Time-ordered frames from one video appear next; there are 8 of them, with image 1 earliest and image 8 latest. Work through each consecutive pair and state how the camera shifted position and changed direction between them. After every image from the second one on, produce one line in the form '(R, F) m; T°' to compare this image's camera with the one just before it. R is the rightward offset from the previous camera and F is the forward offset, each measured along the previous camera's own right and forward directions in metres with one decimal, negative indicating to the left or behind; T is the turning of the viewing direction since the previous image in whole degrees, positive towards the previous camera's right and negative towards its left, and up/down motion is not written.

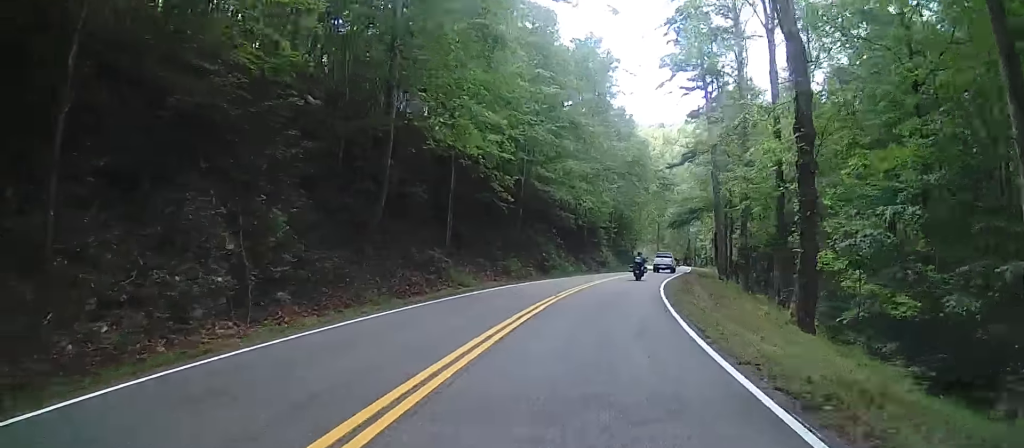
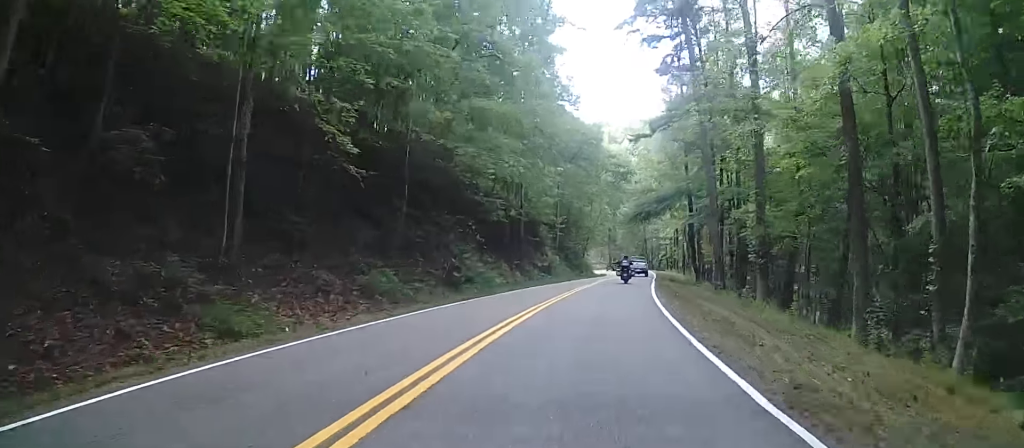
(+0.5, +9.8) m; +18°
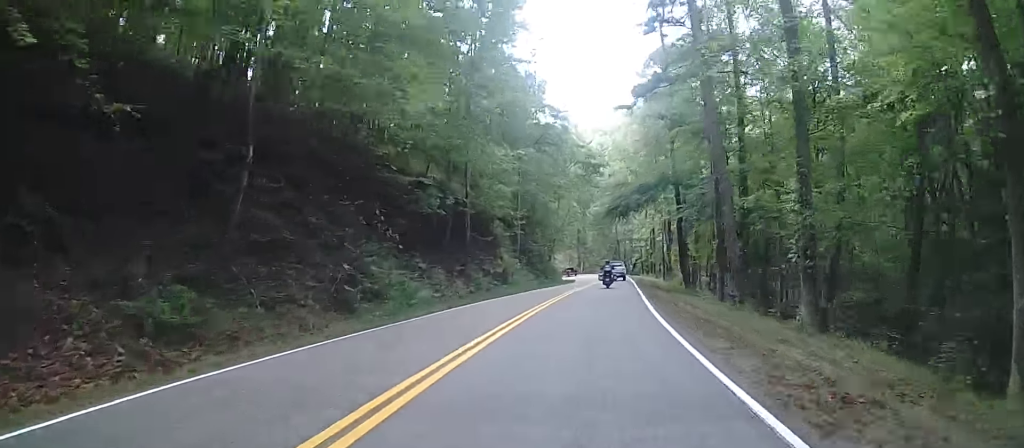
(-0.7, +5.8) m; +18°
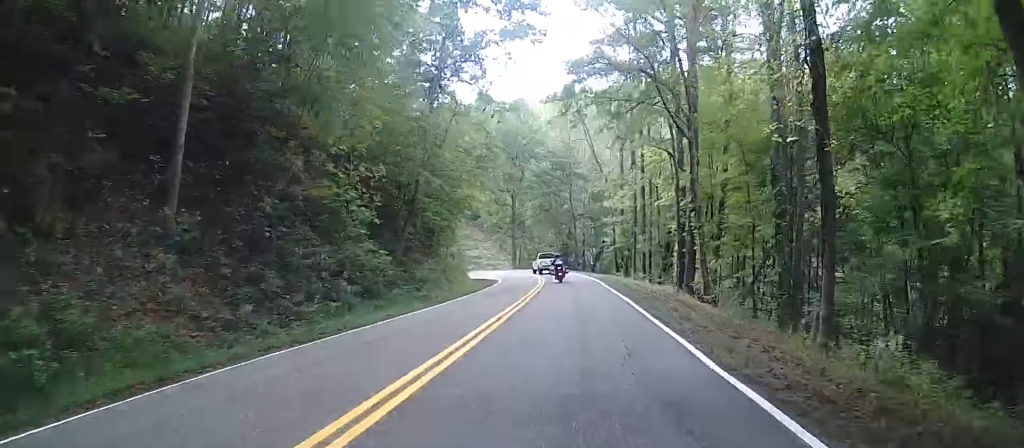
(+20.5, +22.4) m; +52°
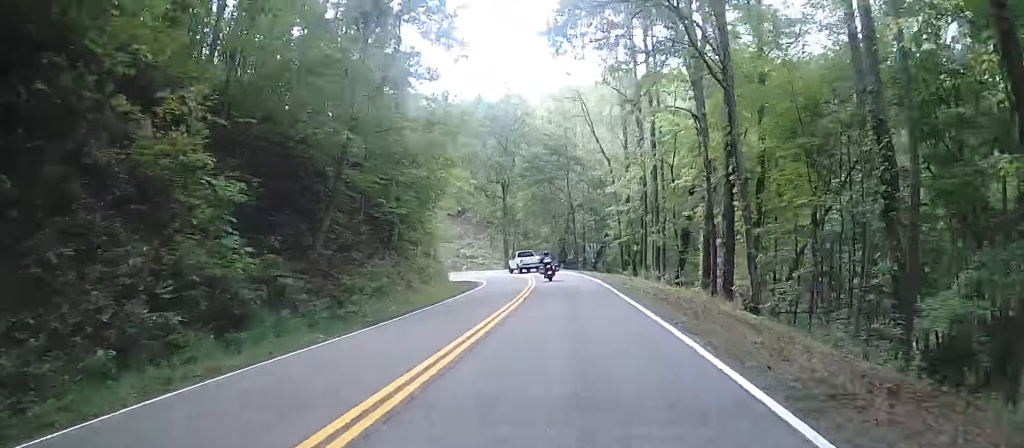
(0.0, +8.9) m; 0°
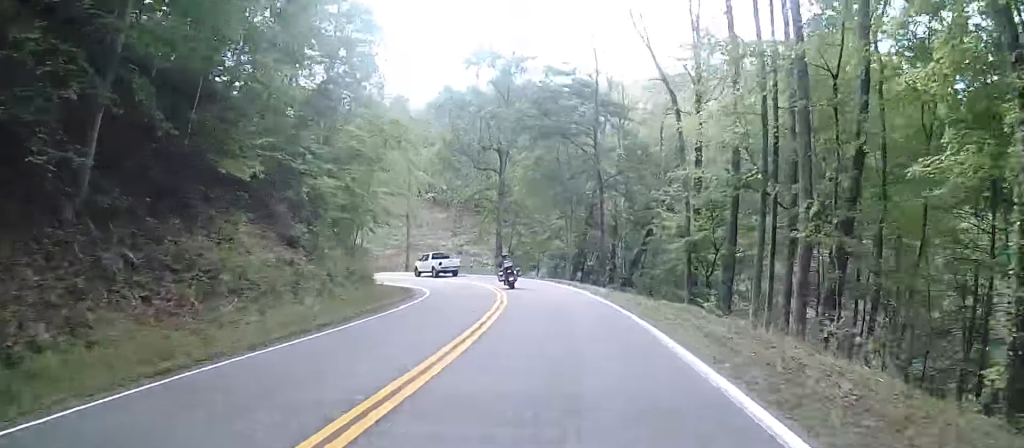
(-0.2, +24.2) m; -2°
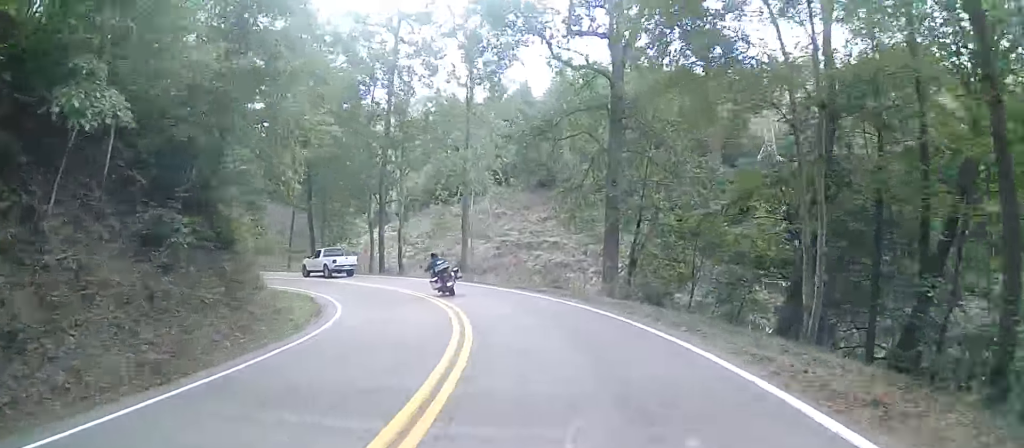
(+0.2, +34.2) m; 0°
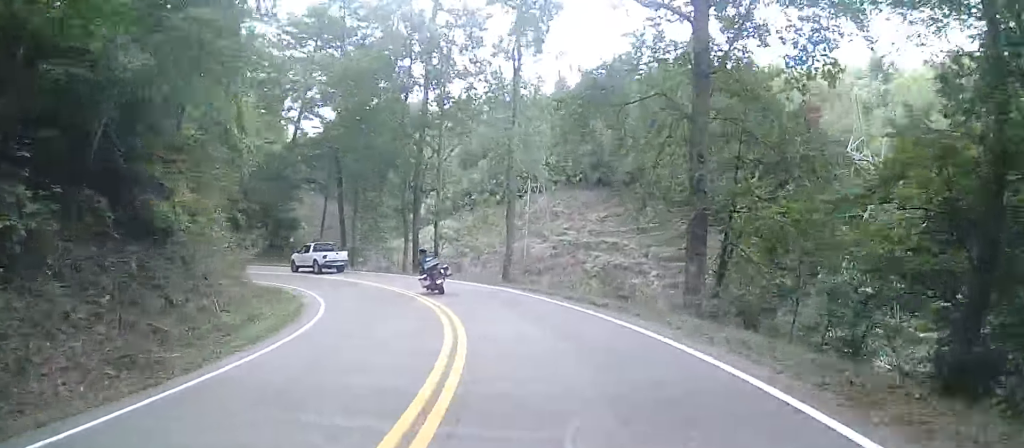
(+0.2, +8.9) m; -1°
